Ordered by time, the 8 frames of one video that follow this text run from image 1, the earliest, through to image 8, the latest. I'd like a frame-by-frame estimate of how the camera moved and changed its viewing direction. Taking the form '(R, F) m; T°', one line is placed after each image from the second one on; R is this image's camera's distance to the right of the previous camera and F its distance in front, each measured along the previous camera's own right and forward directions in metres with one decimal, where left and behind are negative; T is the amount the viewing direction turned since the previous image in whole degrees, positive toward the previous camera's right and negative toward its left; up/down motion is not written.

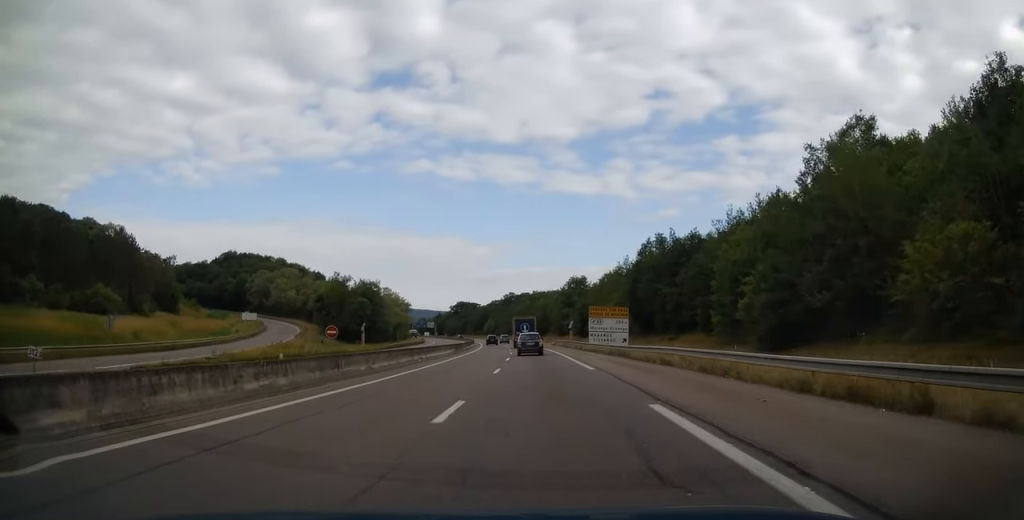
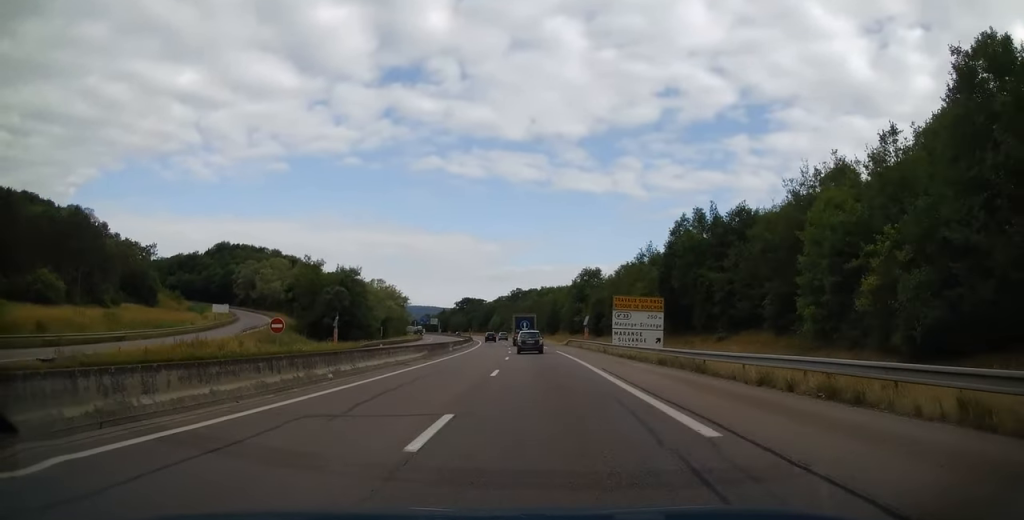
(-0.1, +15.3) m; 0°
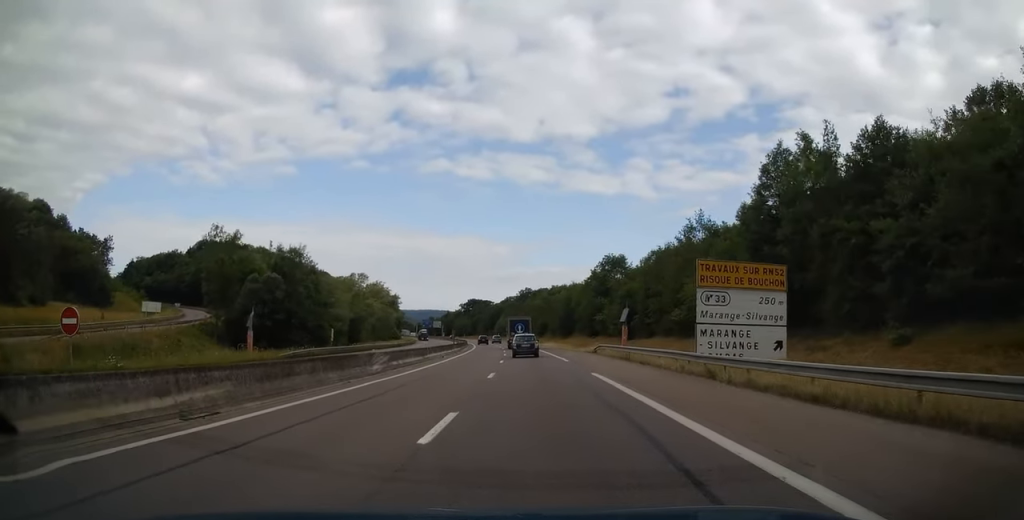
(-0.2, +25.1) m; -1°
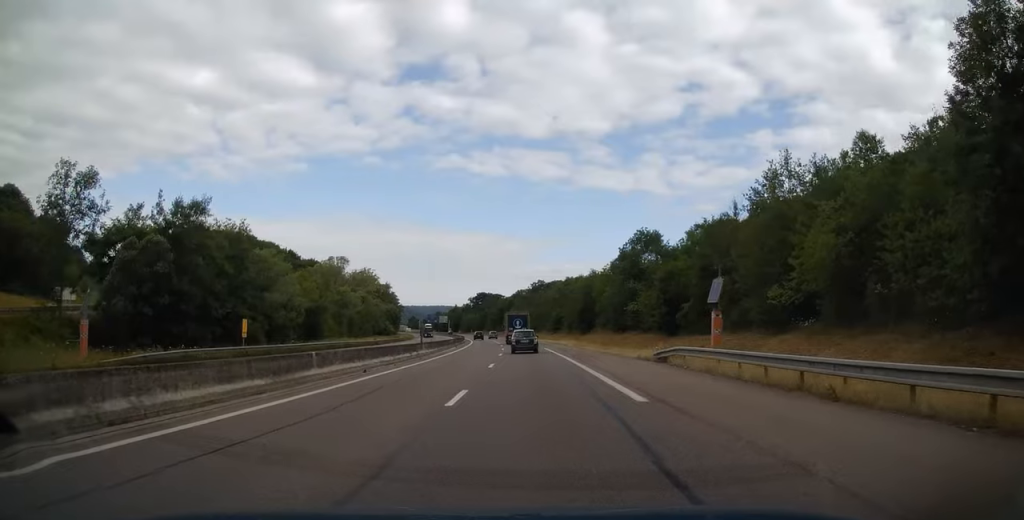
(-0.2, +22.1) m; -1°
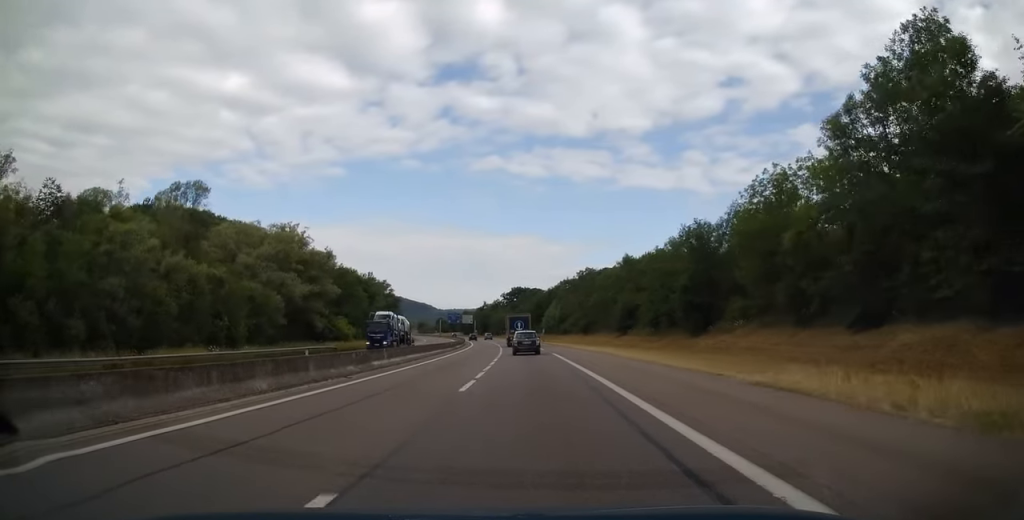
(-2.0, +61.5) m; -4°
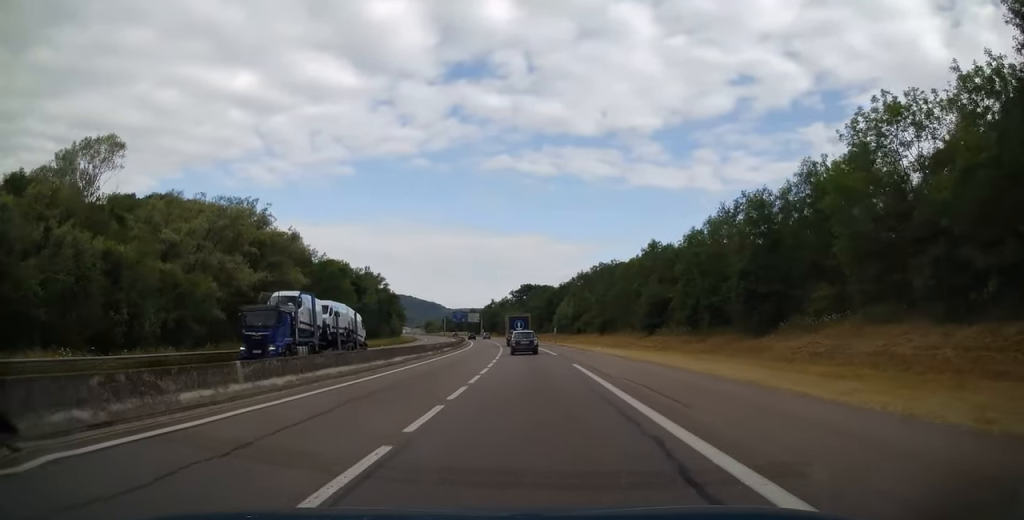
(-0.4, +14.8) m; -1°
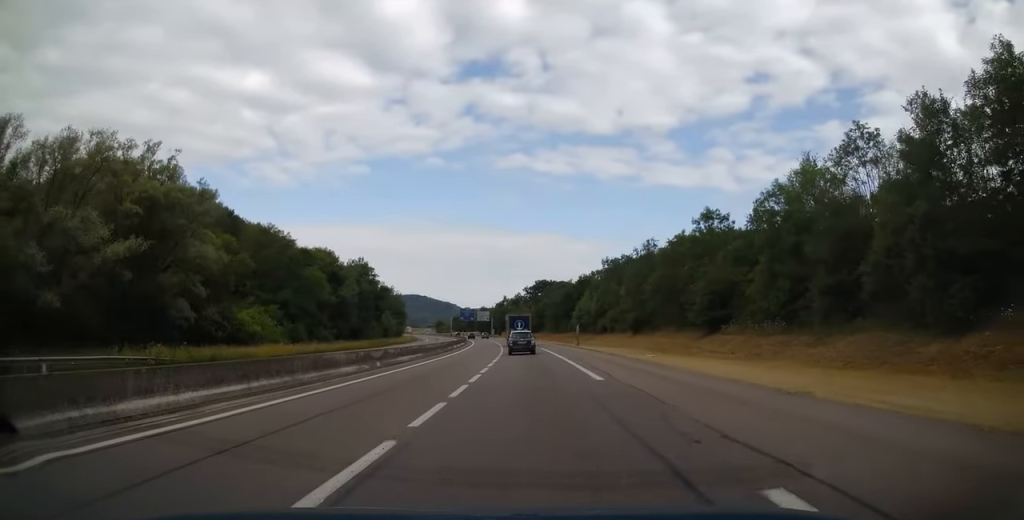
(-0.2, +21.4) m; -1°
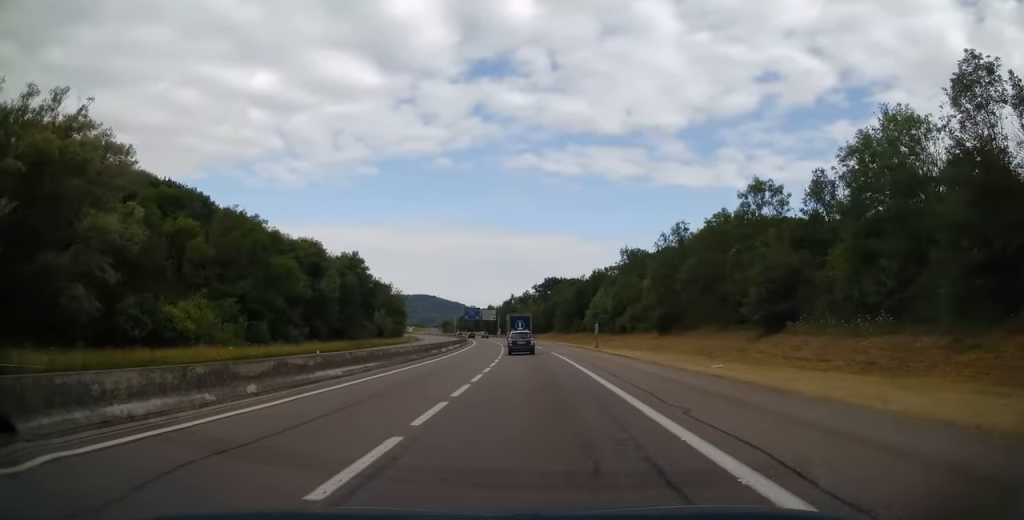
(+0.3, +12.7) m; -1°
